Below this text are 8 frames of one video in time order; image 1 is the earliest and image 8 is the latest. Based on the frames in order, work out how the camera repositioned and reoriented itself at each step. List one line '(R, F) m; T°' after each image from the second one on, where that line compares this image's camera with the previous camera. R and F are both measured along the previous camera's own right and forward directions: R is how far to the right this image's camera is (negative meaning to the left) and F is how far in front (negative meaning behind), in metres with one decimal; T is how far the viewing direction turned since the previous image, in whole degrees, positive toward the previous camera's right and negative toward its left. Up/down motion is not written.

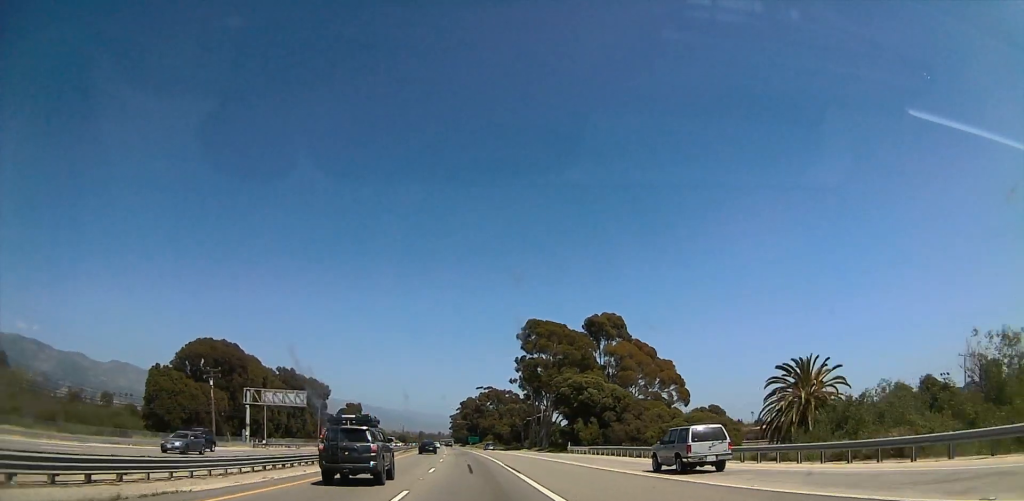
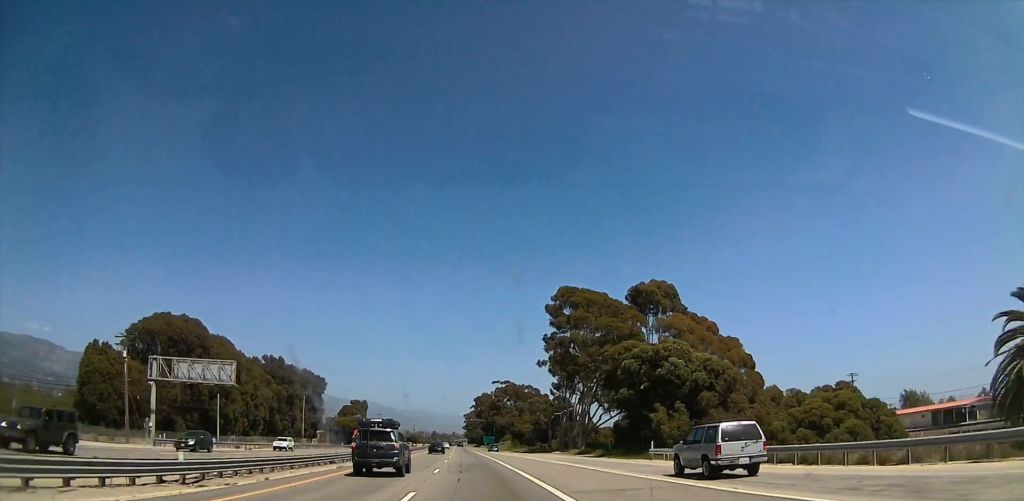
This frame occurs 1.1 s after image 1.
(-0.4, +30.8) m; -1°
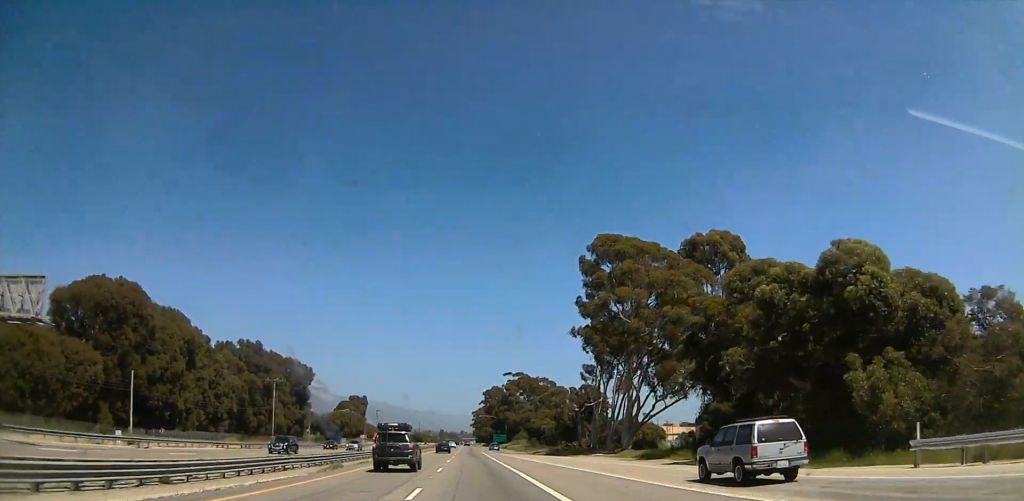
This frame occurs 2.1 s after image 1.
(-0.1, +31.9) m; -1°
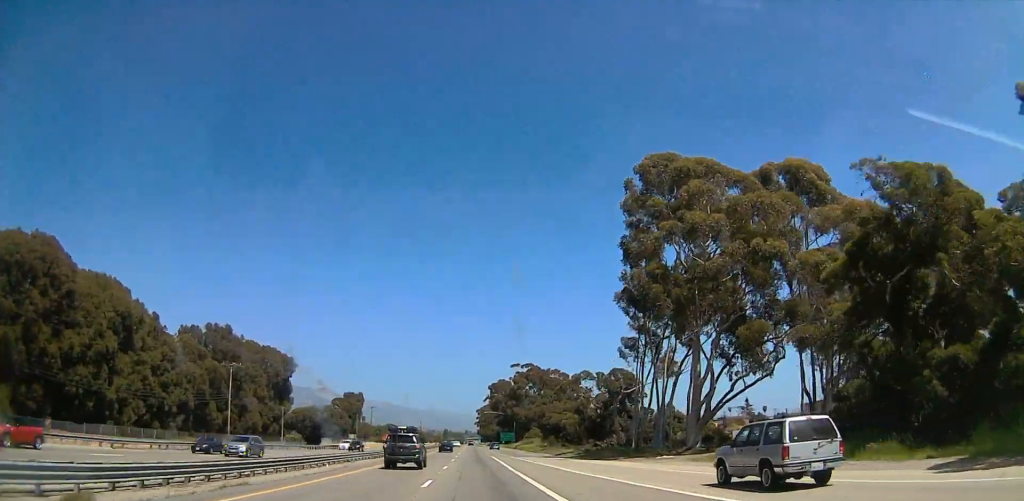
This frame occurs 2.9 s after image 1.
(-0.2, +28.2) m; -1°
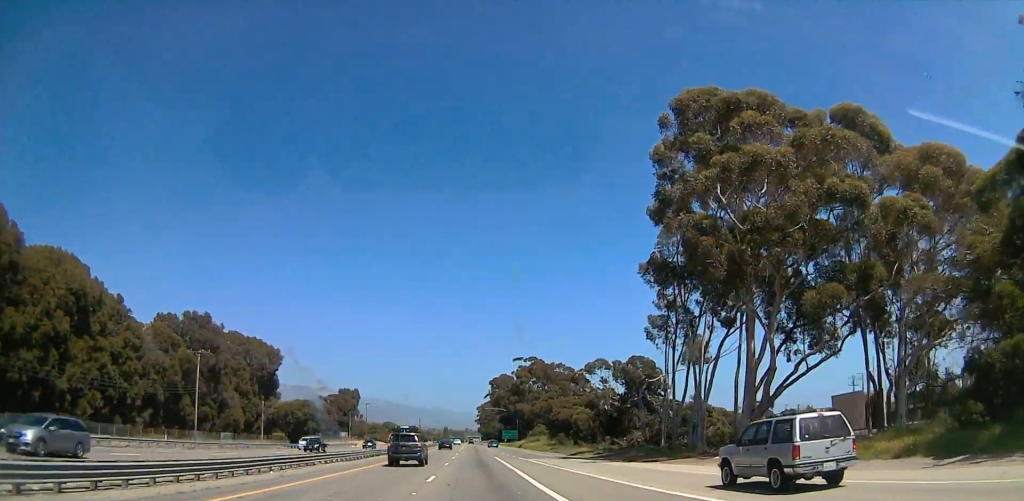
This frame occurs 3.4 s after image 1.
(-0.1, +13.8) m; -1°
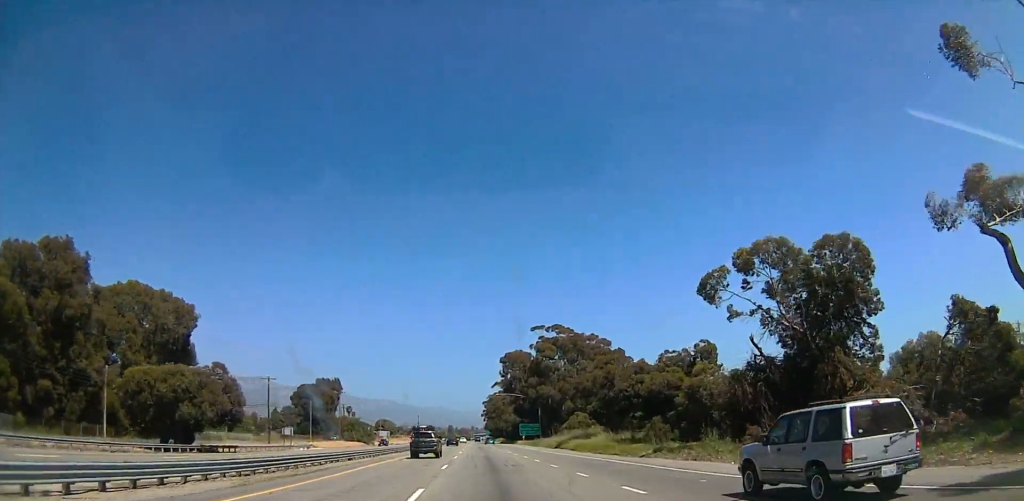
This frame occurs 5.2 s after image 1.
(-0.4, +54.3) m; 0°
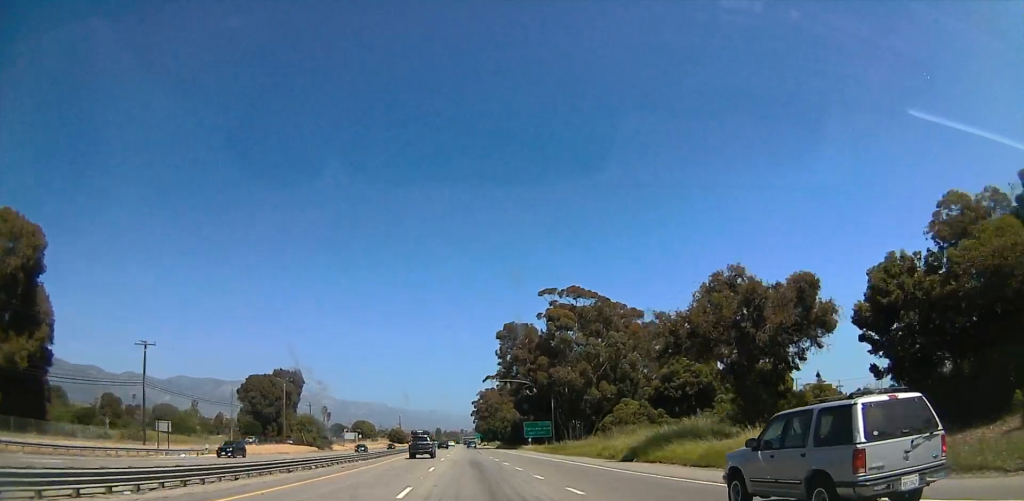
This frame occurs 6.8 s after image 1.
(+0.3, +38.1) m; 0°
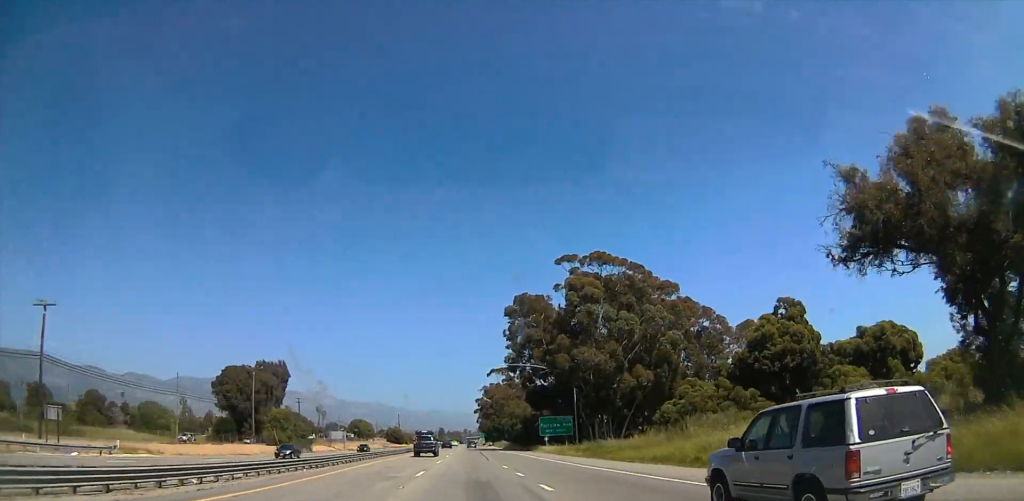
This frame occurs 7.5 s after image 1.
(-0.1, +18.4) m; -1°
